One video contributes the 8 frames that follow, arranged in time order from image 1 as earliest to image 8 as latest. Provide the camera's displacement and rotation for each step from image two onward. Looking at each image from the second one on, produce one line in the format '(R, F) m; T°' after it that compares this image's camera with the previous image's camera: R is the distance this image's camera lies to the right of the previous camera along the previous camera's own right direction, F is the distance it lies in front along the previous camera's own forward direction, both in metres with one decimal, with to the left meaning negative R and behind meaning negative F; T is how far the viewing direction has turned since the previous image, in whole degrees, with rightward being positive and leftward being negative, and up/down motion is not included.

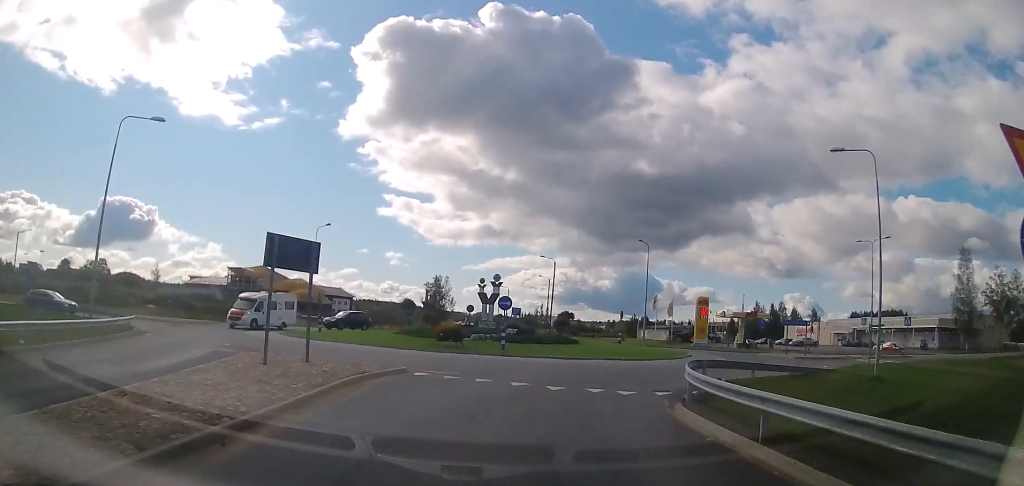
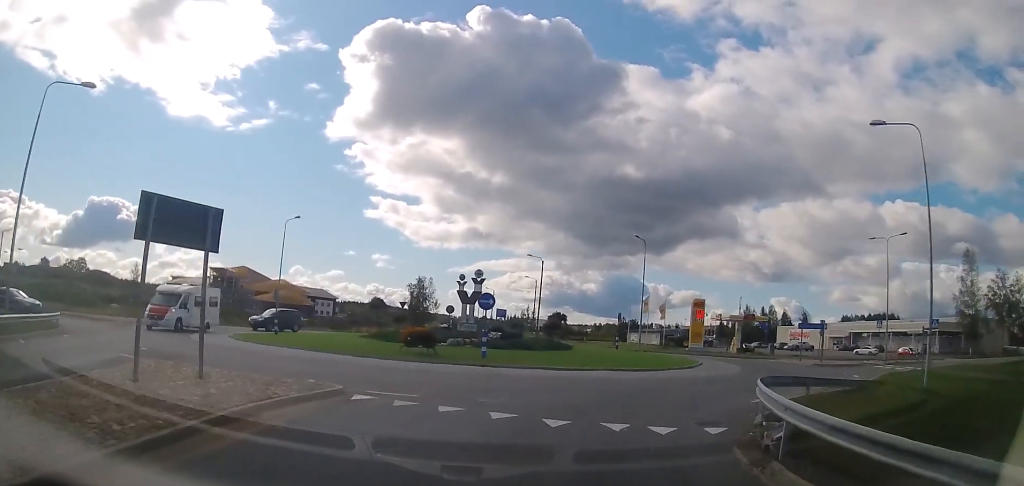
(+0.1, +5.1) m; +3°
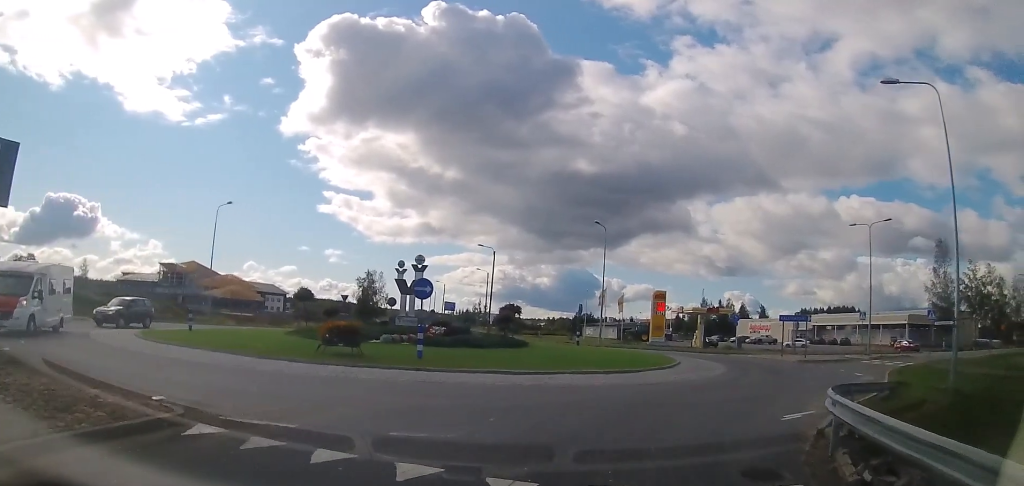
(0.0, +5.9) m; +2°
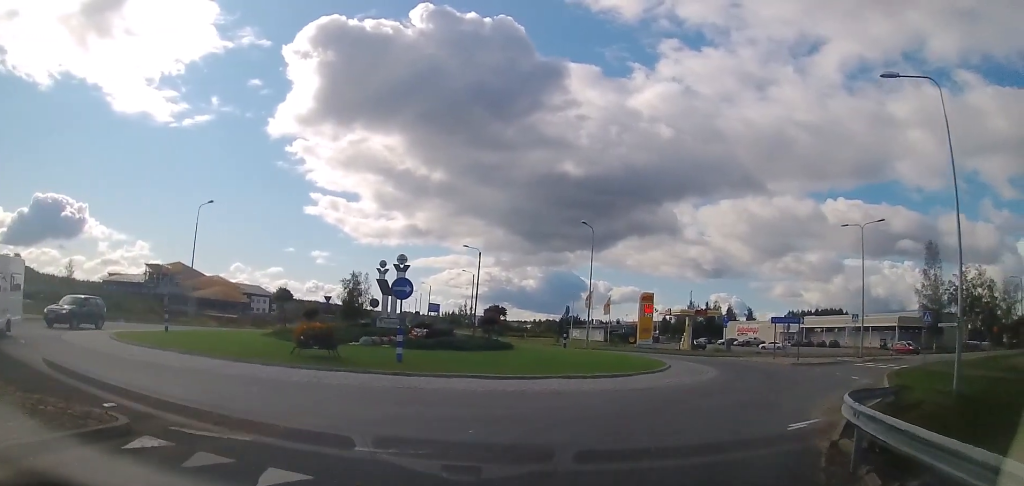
(-0.2, +1.7) m; +4°
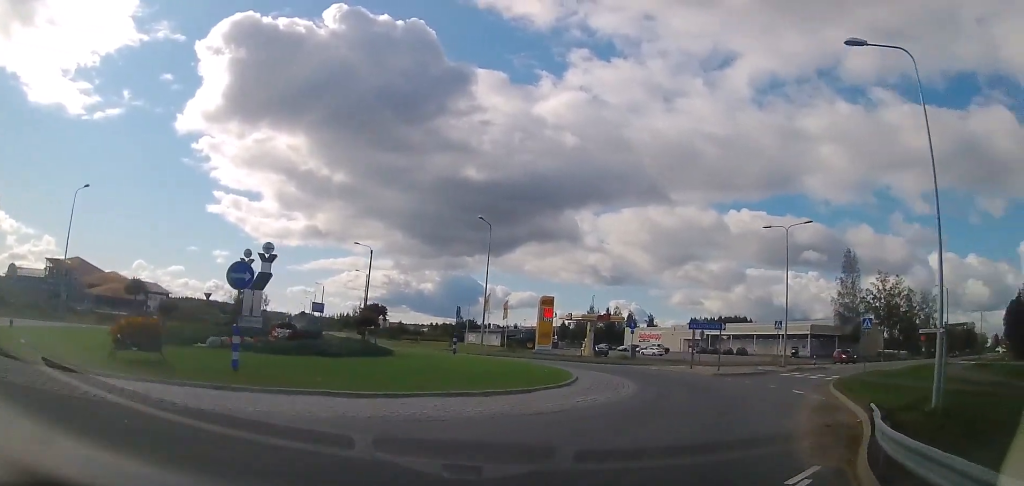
(+1.0, +3.6) m; +21°
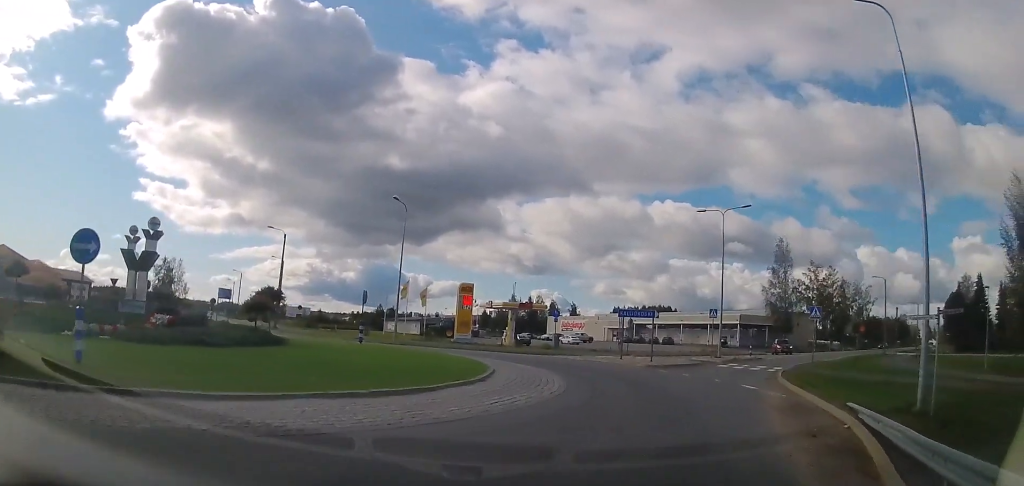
(+0.1, +1.7) m; +5°
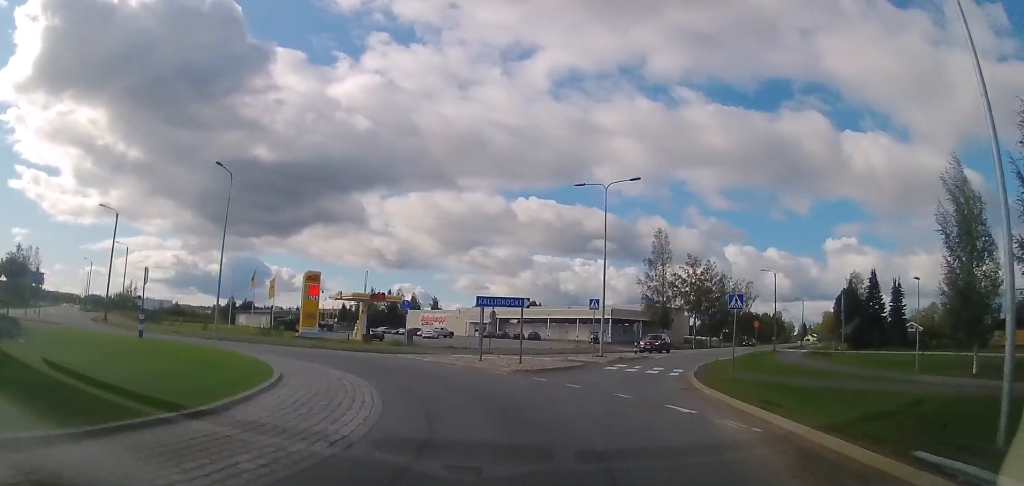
(+0.4, +5.0) m; +4°
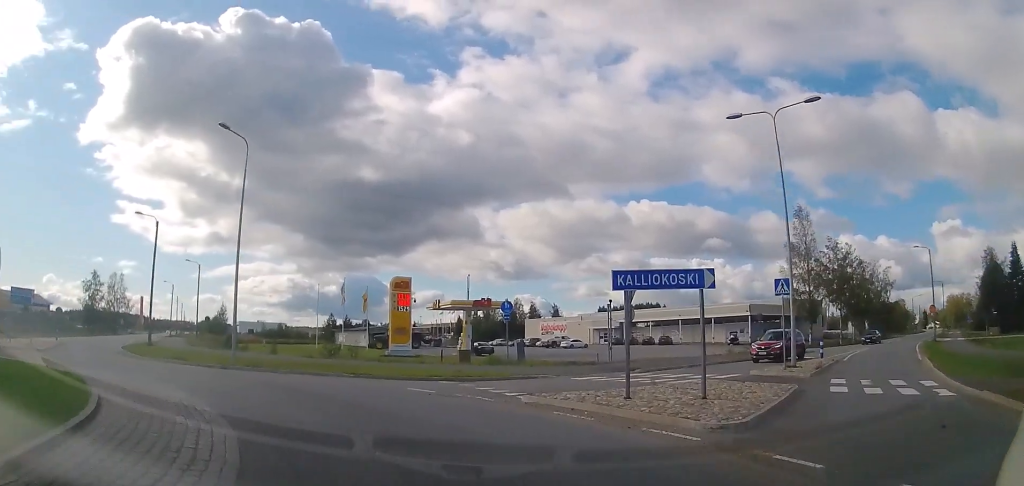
(-0.8, +9.7) m; -15°
